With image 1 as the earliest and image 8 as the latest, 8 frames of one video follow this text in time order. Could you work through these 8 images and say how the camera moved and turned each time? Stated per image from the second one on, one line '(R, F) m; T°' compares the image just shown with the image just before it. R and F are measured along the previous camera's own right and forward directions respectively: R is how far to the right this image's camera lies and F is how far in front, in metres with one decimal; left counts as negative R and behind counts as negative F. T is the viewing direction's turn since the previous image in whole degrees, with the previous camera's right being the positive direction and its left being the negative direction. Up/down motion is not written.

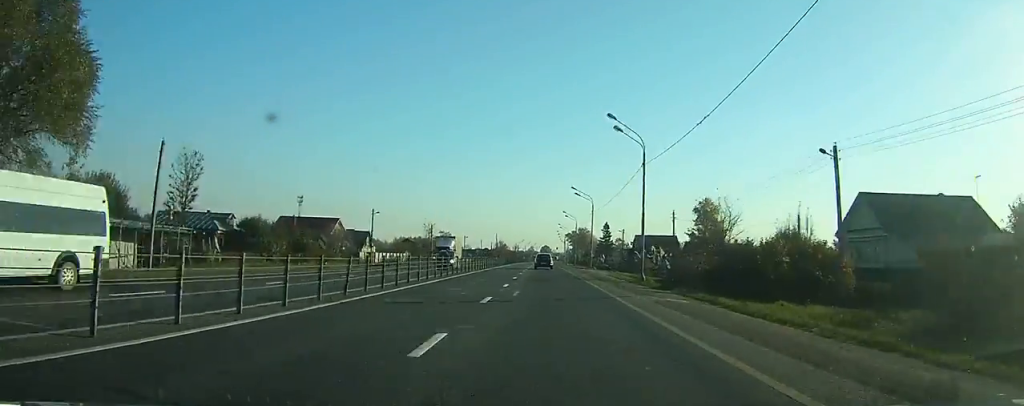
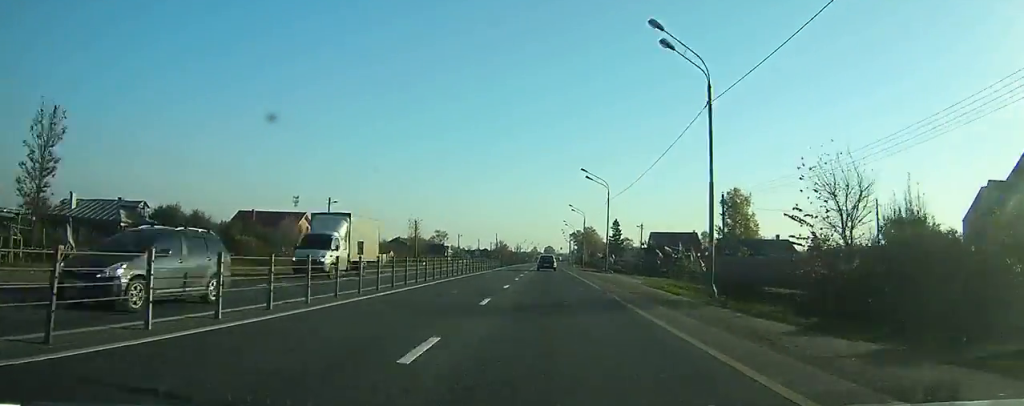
(-0.2, +16.5) m; -1°
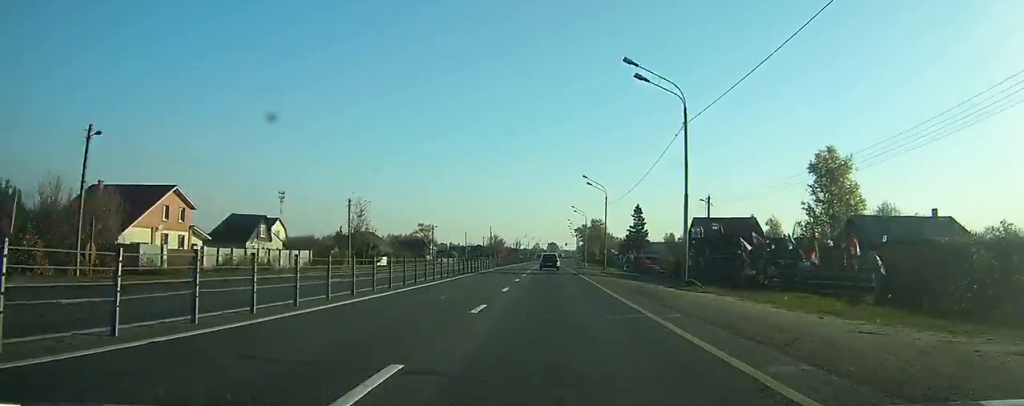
(-0.4, +34.3) m; -1°
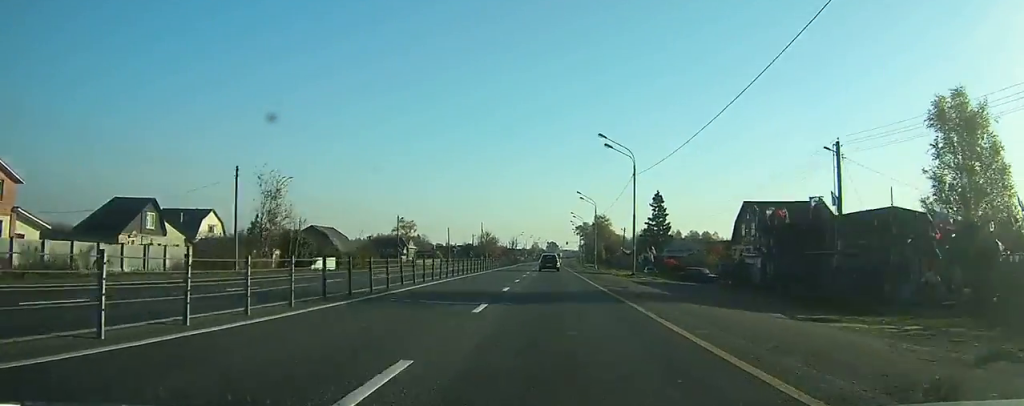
(0.0, +24.0) m; 0°
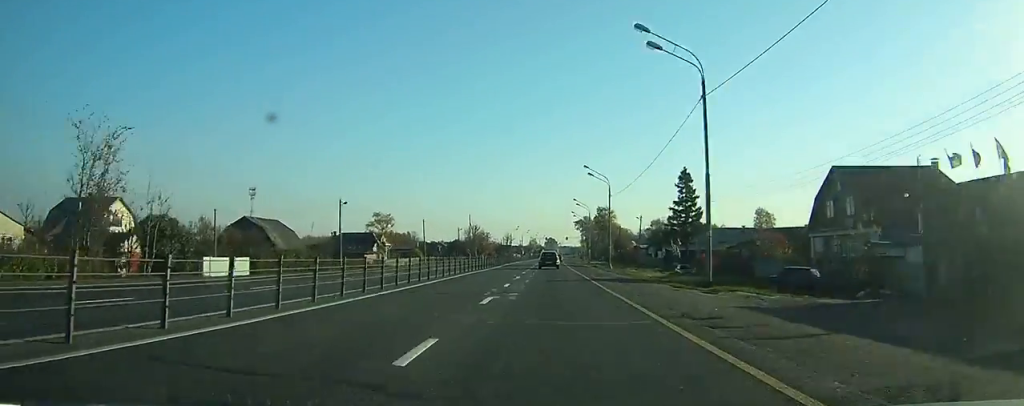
(+0.1, +22.5) m; 0°
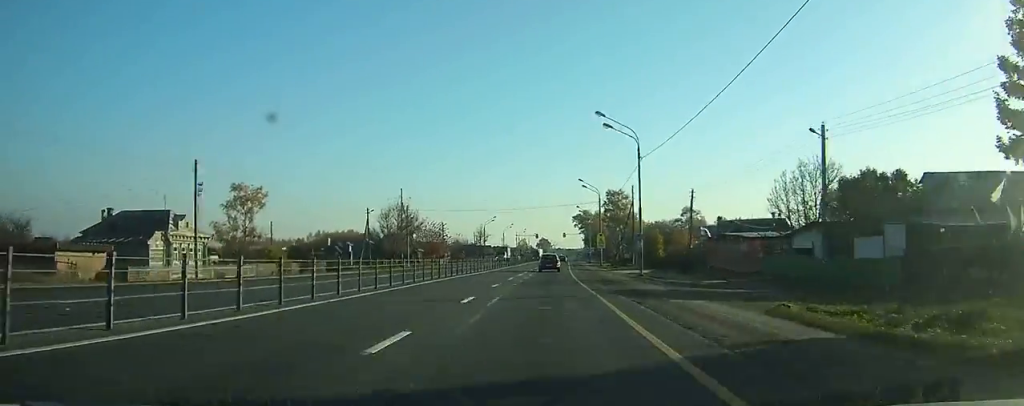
(+0.4, +65.4) m; +1°
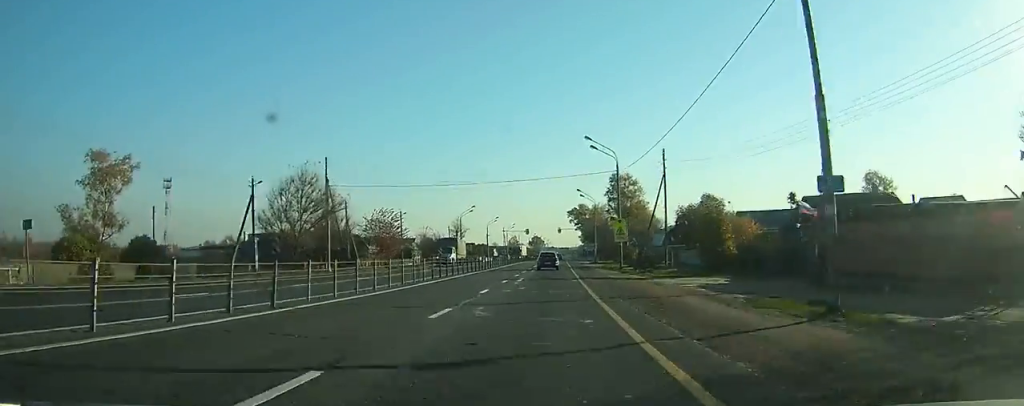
(0.0, +28.1) m; +1°
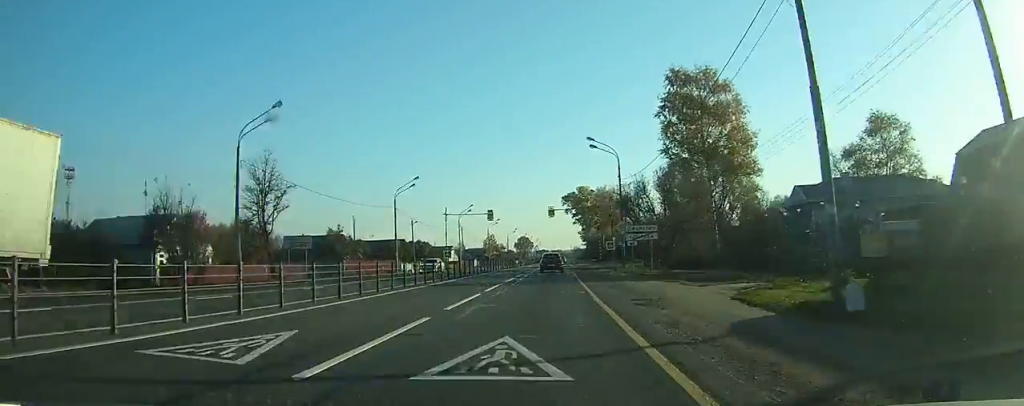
(+1.2, +78.8) m; +1°
